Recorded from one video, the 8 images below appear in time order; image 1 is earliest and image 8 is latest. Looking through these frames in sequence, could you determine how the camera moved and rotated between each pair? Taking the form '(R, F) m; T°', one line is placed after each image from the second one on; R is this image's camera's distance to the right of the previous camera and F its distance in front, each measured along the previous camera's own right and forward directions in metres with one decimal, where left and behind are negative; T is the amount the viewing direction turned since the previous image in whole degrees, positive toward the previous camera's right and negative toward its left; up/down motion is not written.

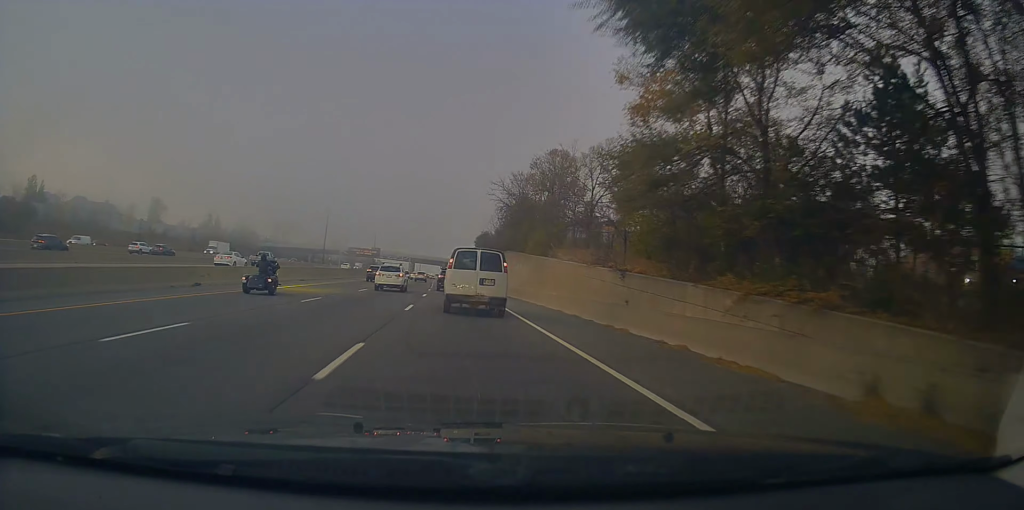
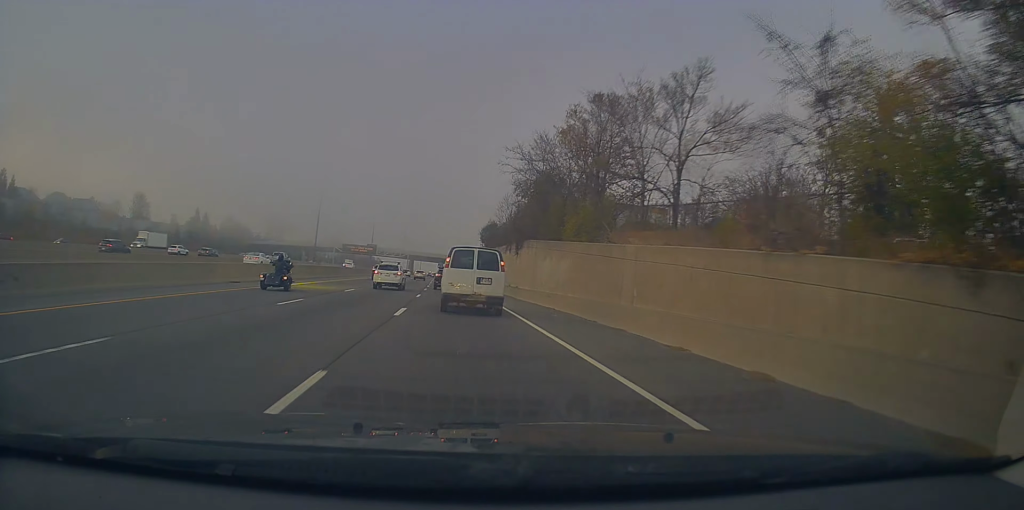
(0.0, +14.8) m; 0°
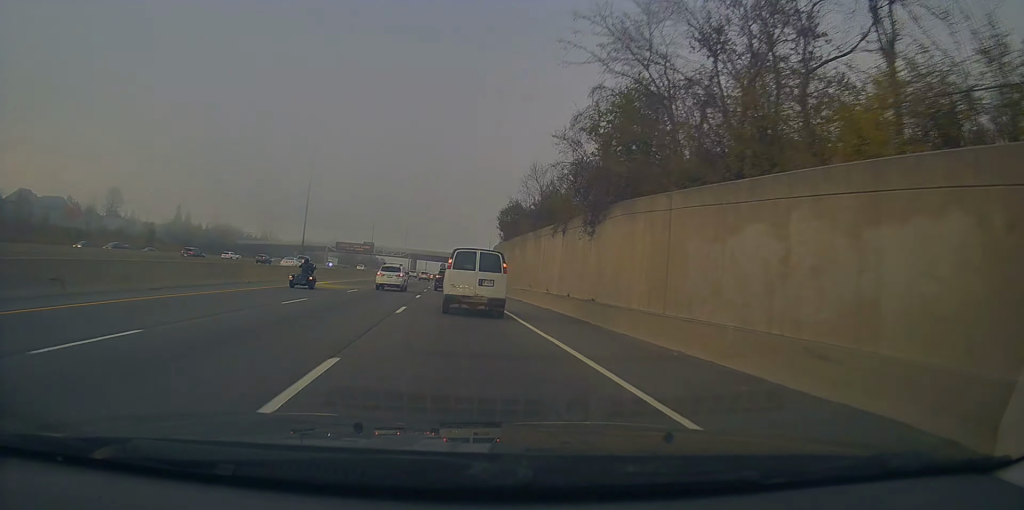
(-0.2, +23.0) m; -1°
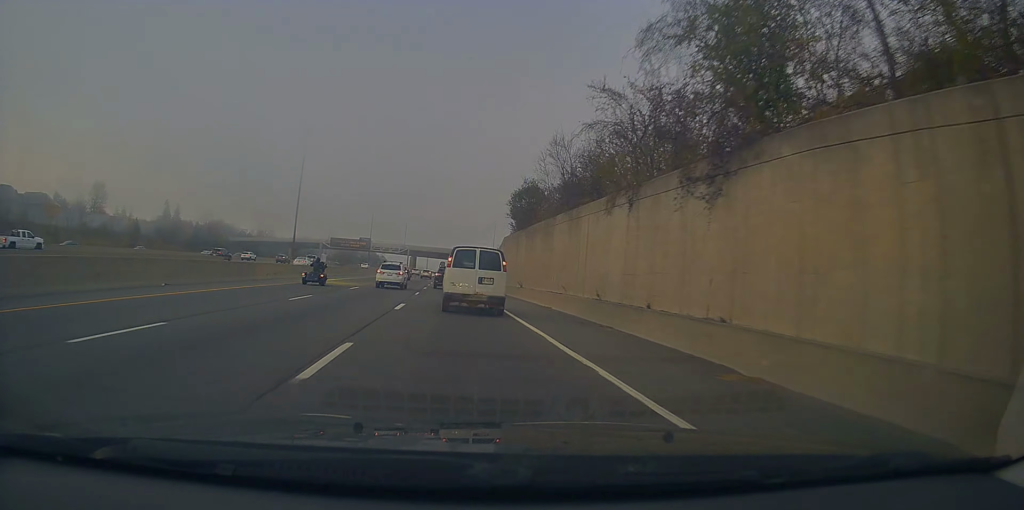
(-0.2, +10.9) m; 0°
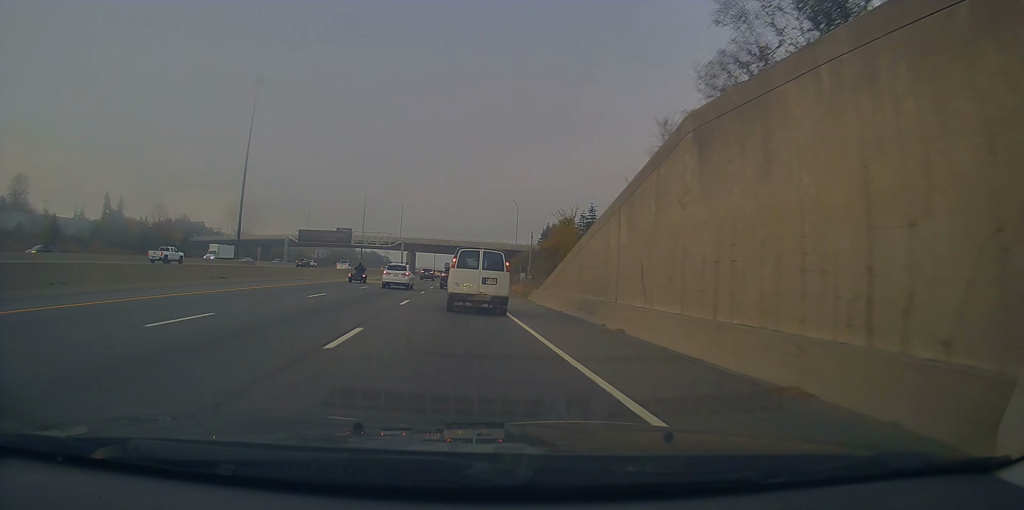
(0.0, +45.2) m; -1°
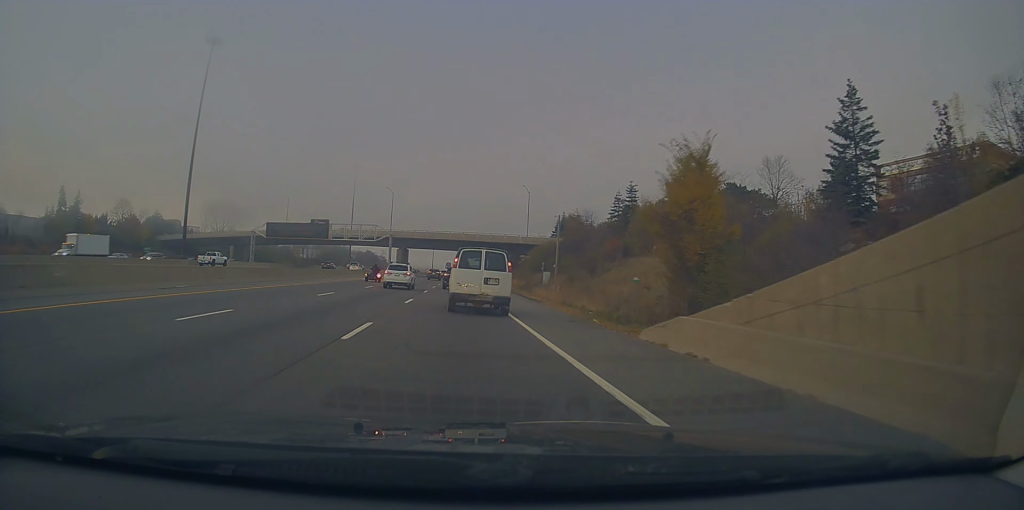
(0.0, +23.0) m; -1°
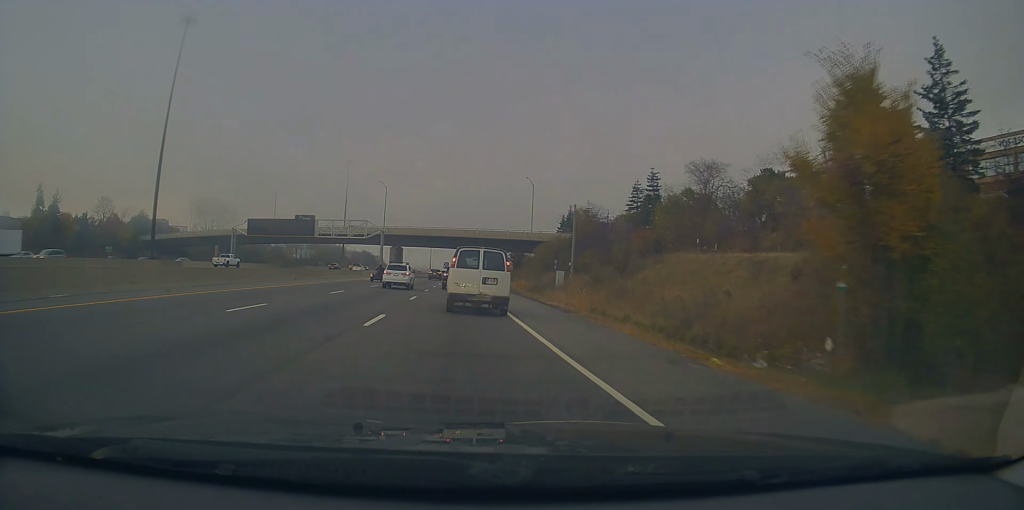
(-0.3, +9.7) m; 0°
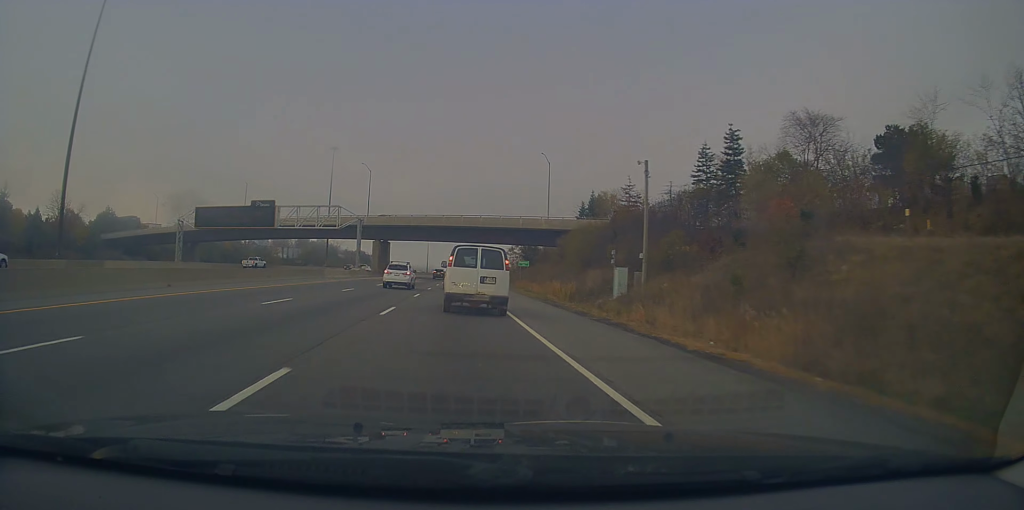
(+0.1, +20.4) m; 0°
